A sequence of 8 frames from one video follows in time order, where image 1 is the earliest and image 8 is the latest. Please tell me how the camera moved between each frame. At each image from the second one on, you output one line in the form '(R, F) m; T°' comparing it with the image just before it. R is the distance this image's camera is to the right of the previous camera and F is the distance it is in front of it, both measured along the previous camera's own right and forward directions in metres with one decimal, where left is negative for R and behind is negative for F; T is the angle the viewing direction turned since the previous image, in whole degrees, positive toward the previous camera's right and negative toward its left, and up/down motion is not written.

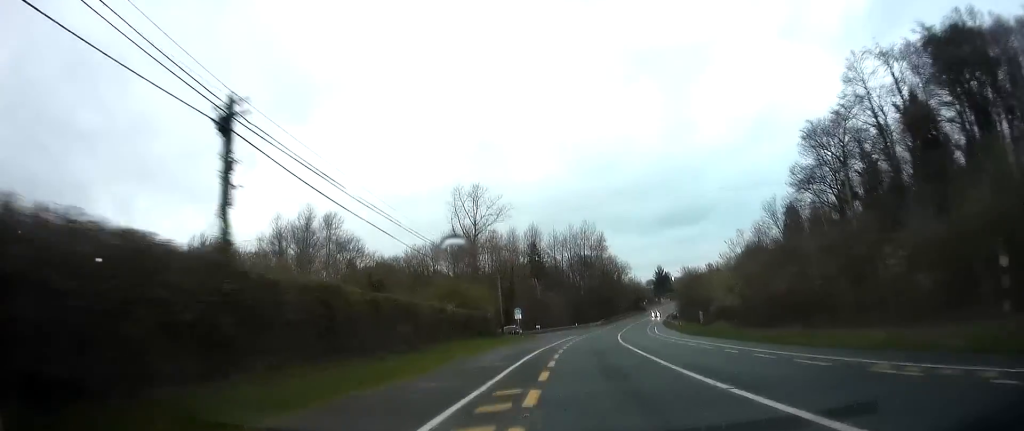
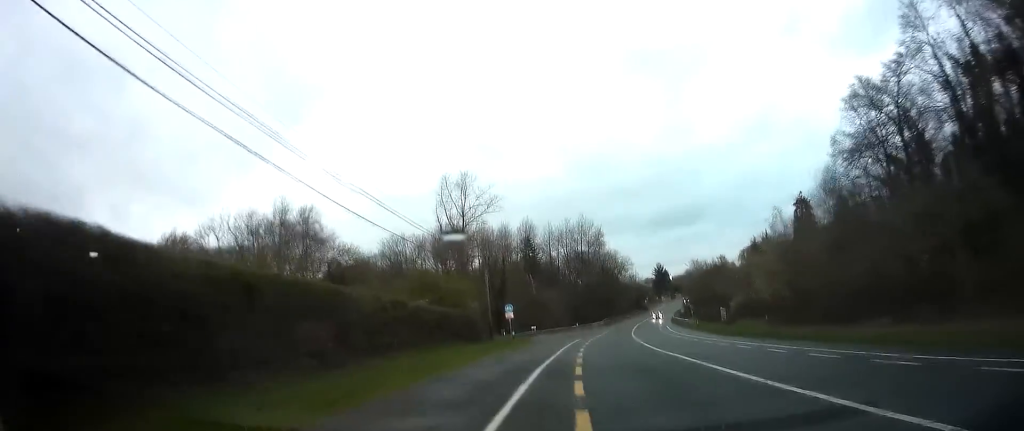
(+0.1, +11.4) m; +1°
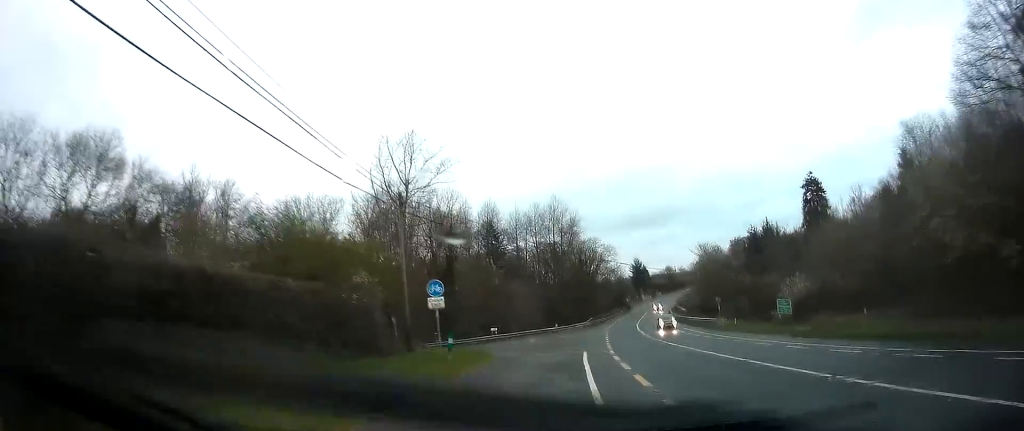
(+0.5, +25.8) m; +1°
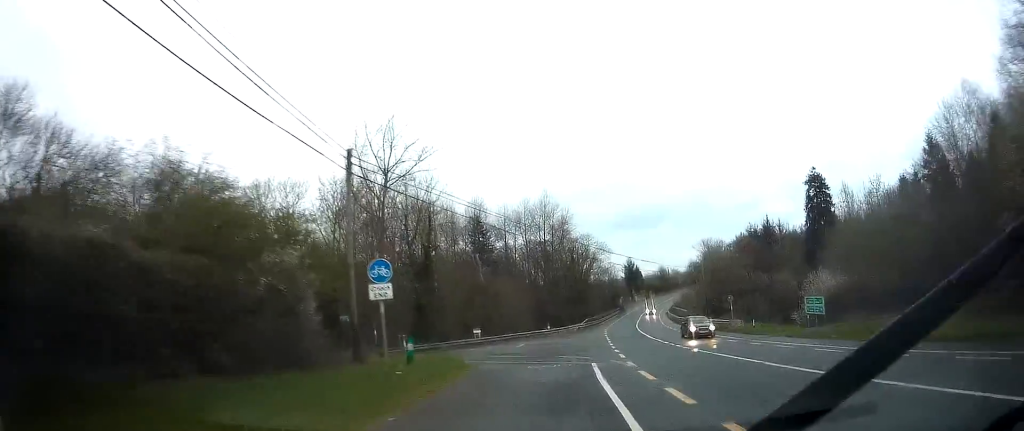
(-0.1, +7.3) m; +1°
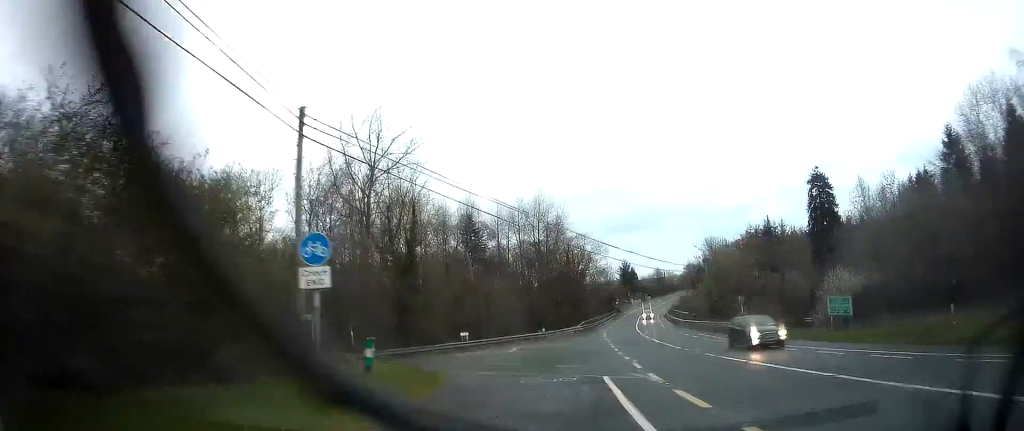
(-0.2, +5.0) m; +1°
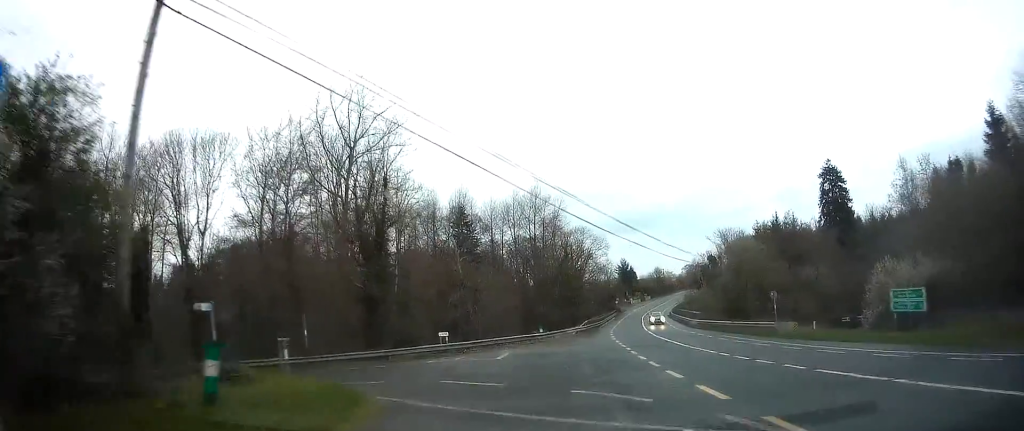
(+0.3, +8.3) m; -1°
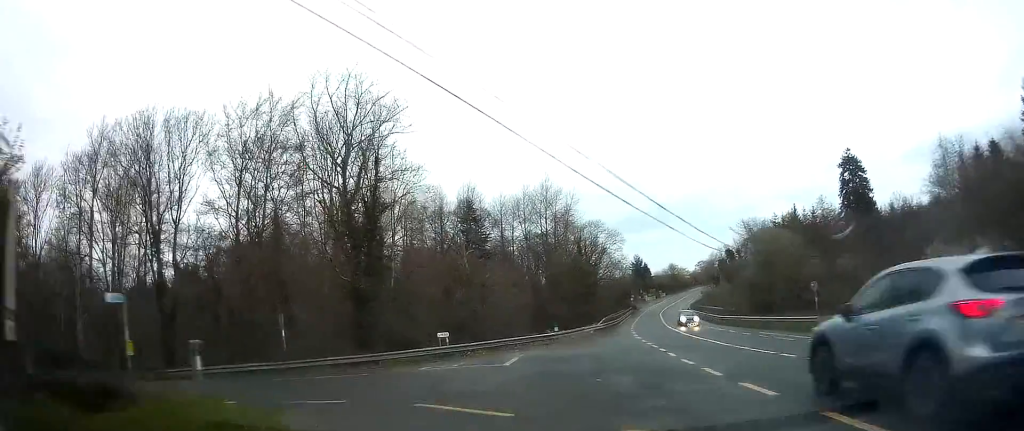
(0.0, +4.9) m; -3°
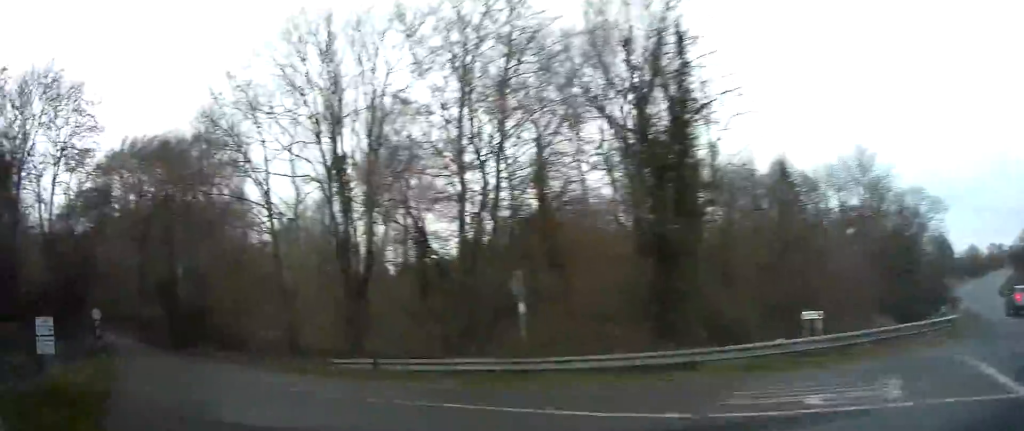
(-2.1, +12.8) m; -39°
